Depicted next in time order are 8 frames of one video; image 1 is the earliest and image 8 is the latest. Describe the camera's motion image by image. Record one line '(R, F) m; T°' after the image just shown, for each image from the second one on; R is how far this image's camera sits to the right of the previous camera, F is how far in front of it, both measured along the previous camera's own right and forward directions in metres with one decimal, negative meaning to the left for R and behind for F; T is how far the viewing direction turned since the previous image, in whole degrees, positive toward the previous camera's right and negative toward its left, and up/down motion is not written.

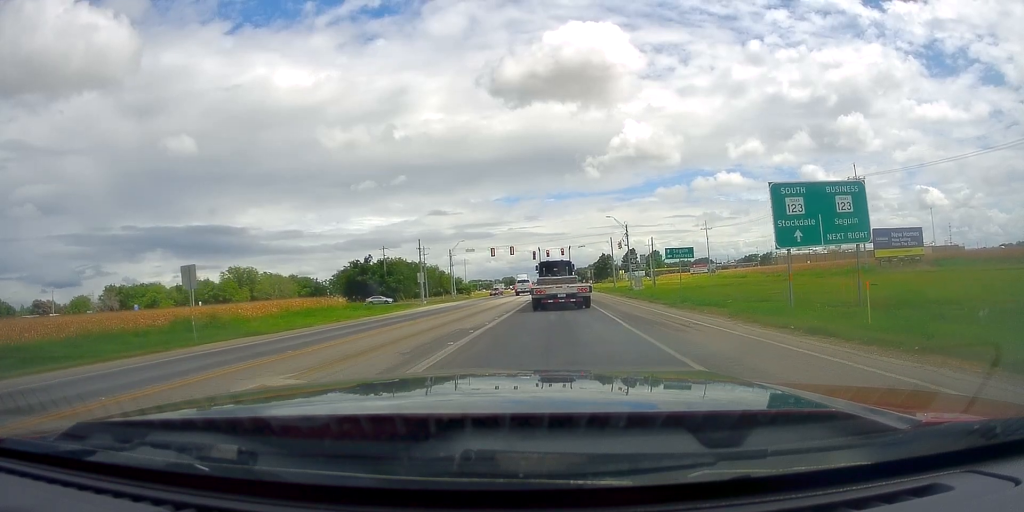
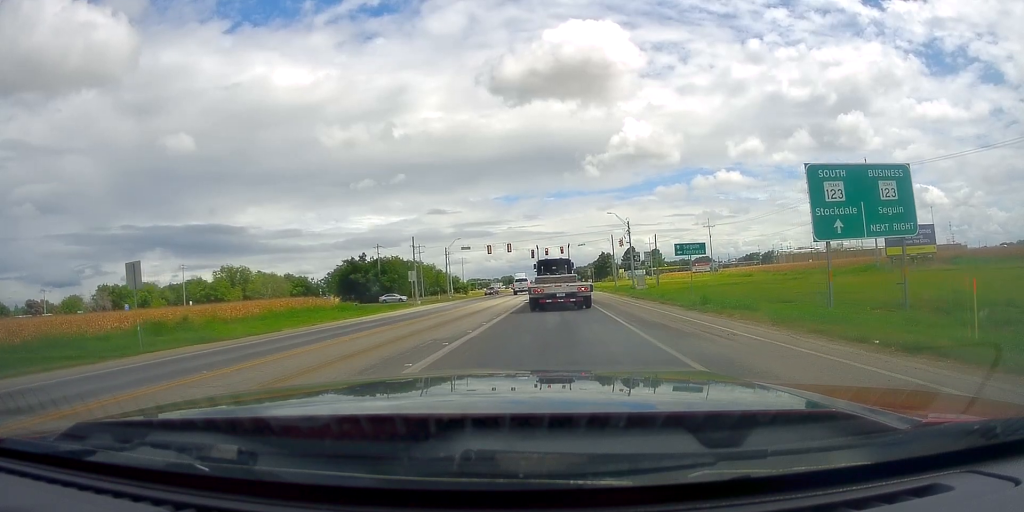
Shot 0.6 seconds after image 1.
(-0.2, +4.2) m; -3°
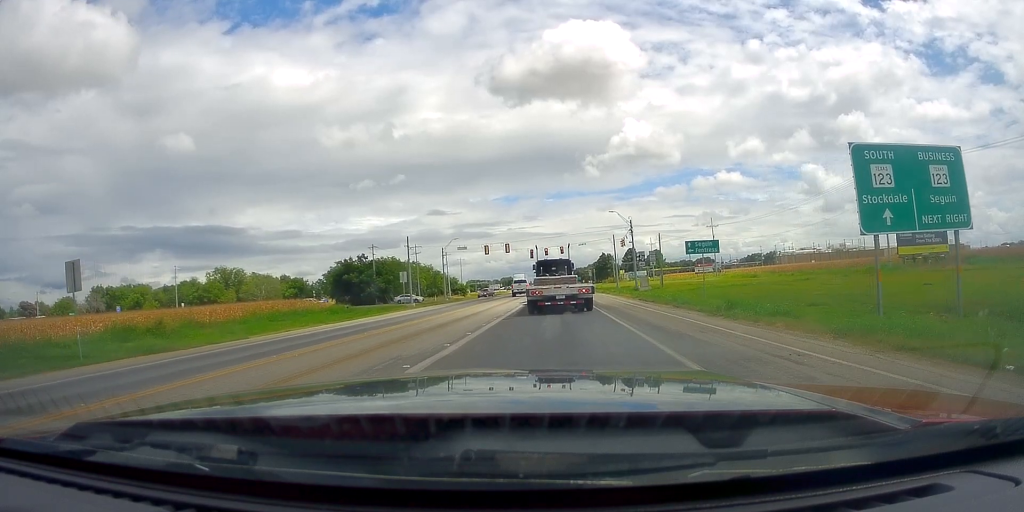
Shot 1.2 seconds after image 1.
(0.0, +3.8) m; 0°
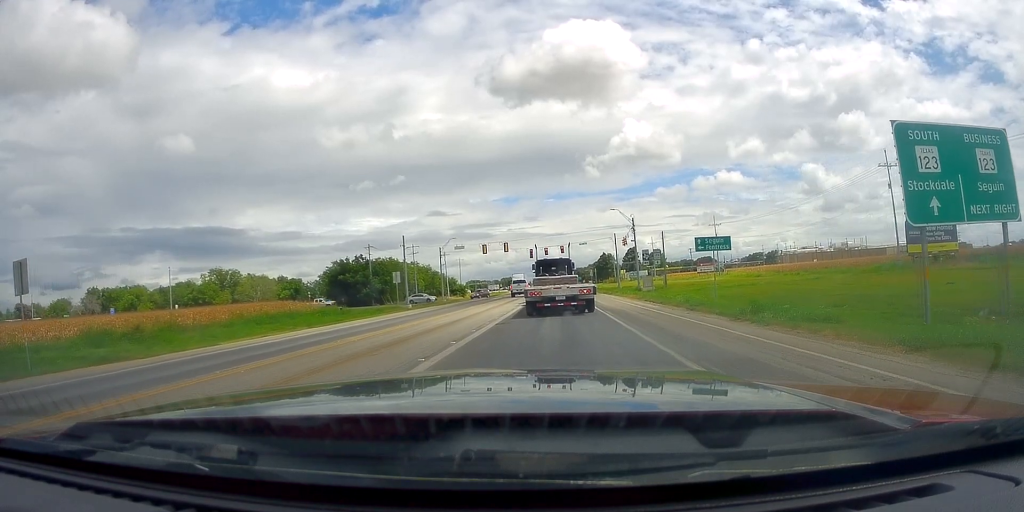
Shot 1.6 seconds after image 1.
(0.0, +2.7) m; 0°
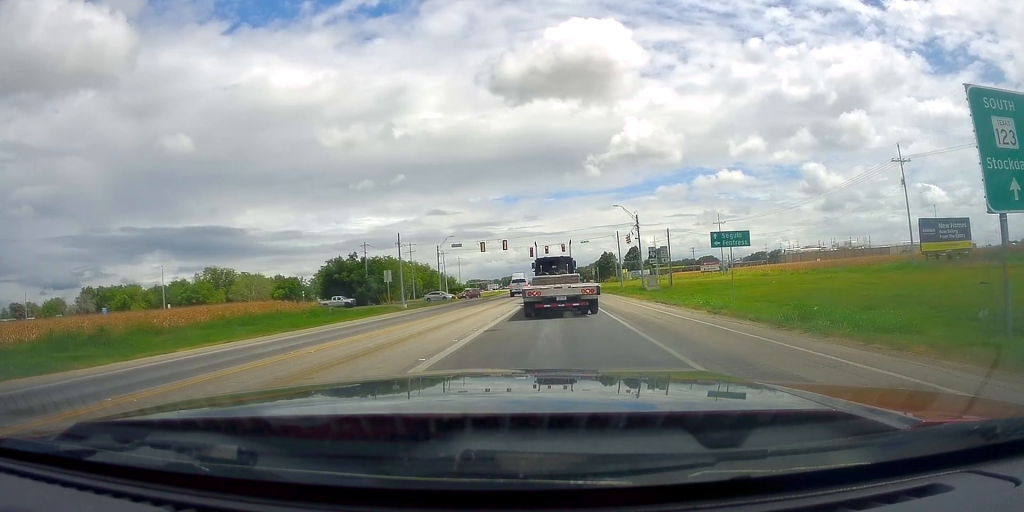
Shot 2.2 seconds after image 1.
(0.0, +3.5) m; 0°
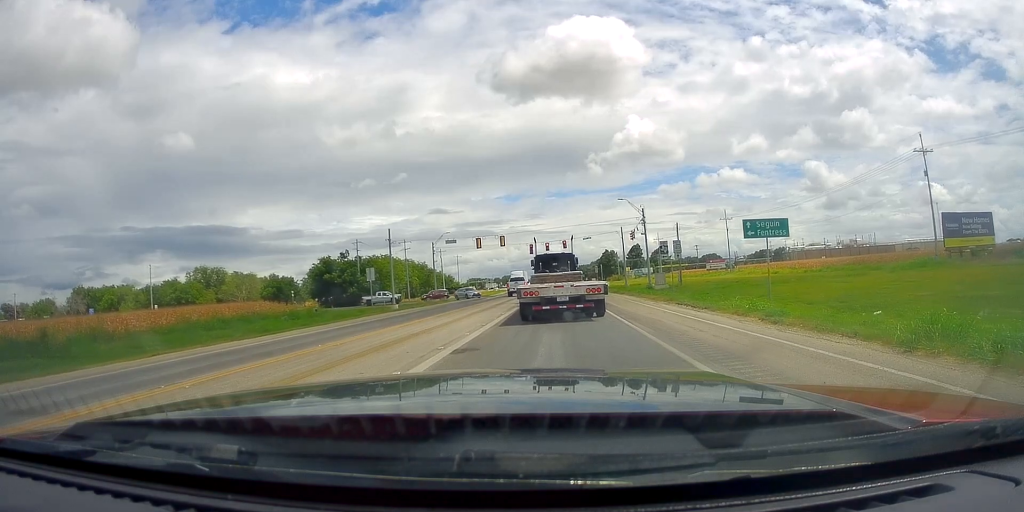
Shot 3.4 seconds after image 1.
(0.0, +6.1) m; 0°
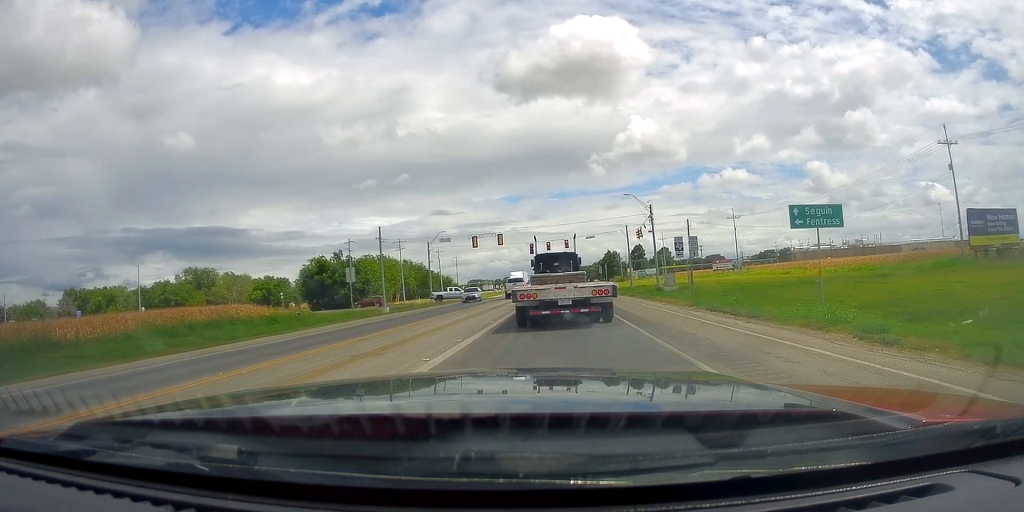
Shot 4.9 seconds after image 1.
(0.0, +6.5) m; 0°
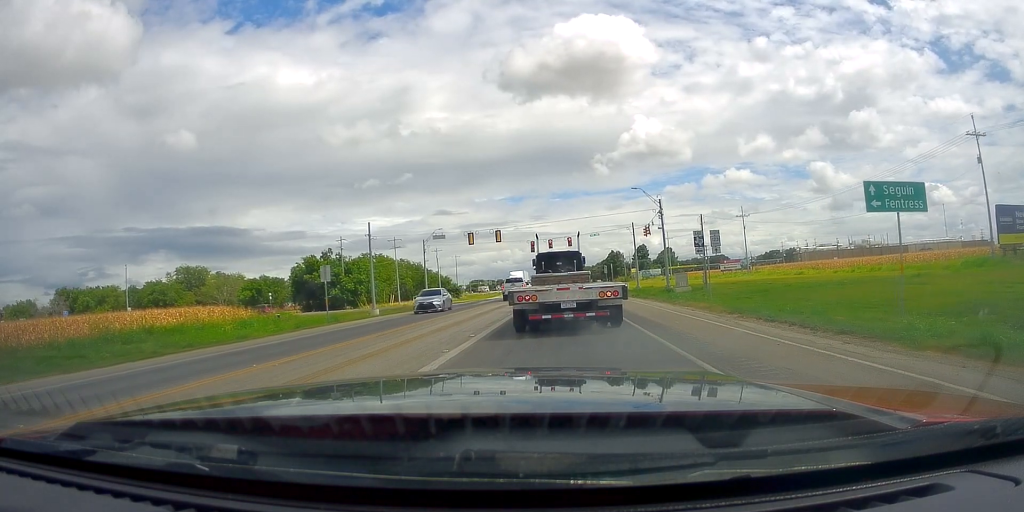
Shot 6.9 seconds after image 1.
(0.0, +6.4) m; 0°
